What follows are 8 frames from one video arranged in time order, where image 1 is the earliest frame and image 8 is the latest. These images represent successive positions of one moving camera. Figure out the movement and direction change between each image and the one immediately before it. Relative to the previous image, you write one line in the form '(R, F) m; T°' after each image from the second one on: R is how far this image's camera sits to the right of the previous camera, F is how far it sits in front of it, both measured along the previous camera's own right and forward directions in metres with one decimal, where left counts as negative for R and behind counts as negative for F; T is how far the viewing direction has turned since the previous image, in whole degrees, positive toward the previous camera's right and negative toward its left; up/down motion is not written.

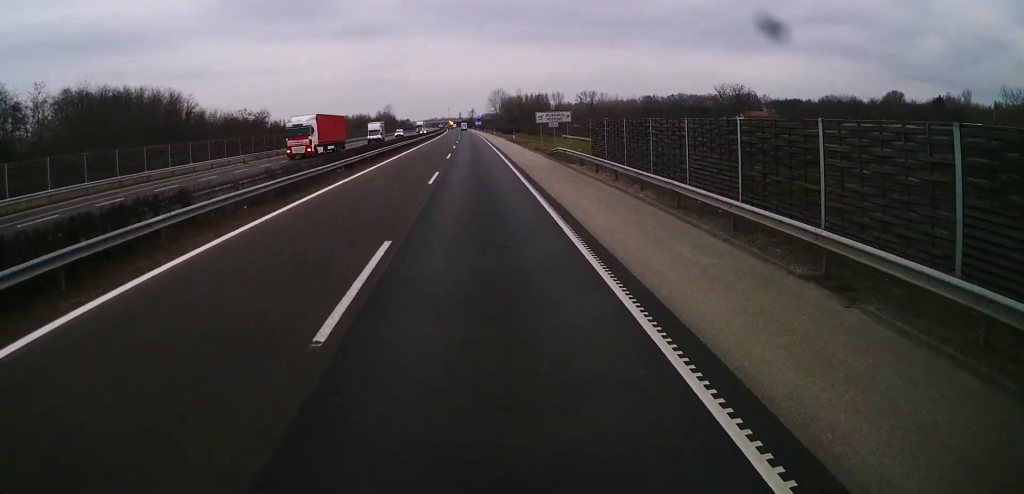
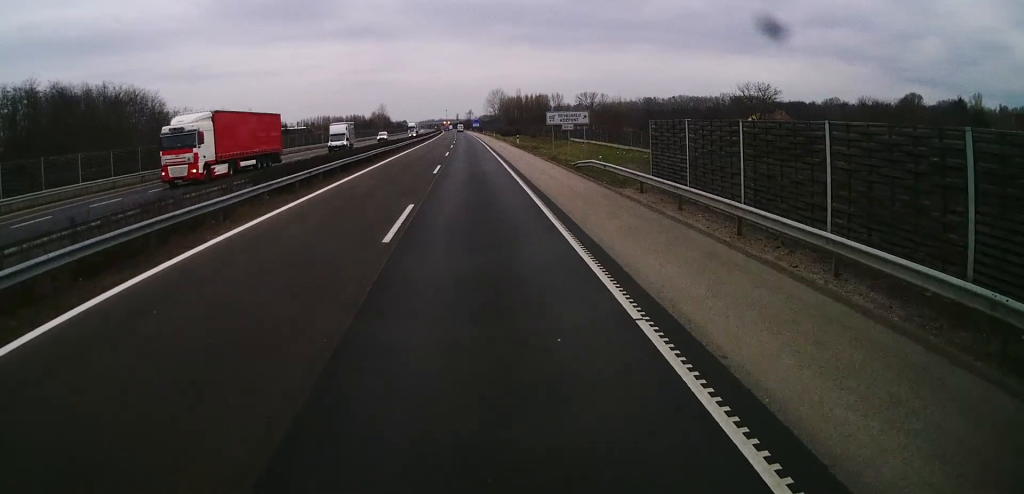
(0.0, +12.3) m; -1°
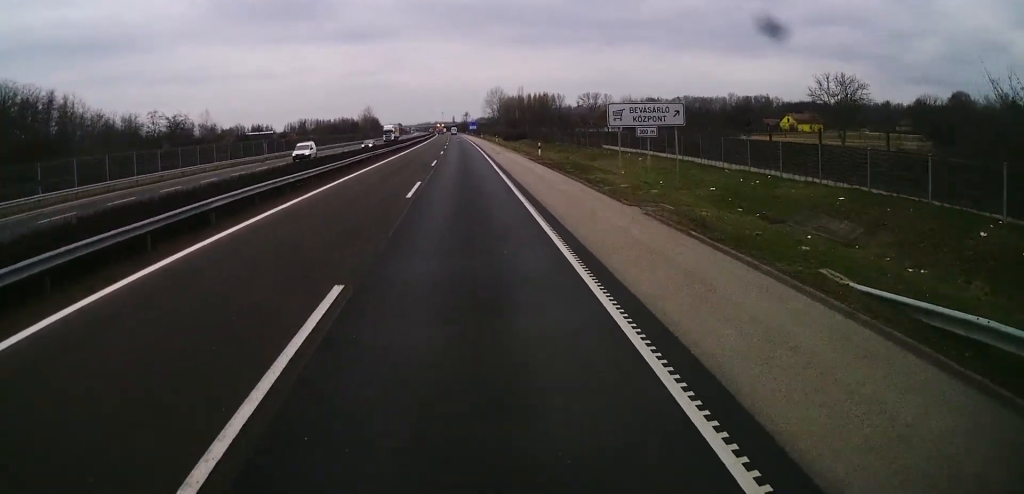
(-0.4, +27.7) m; -1°
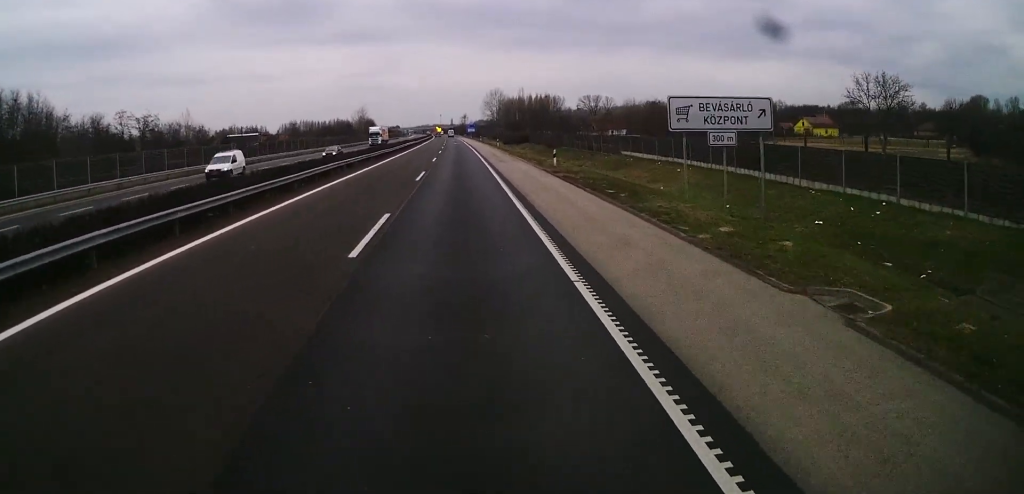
(-0.2, +10.0) m; 0°
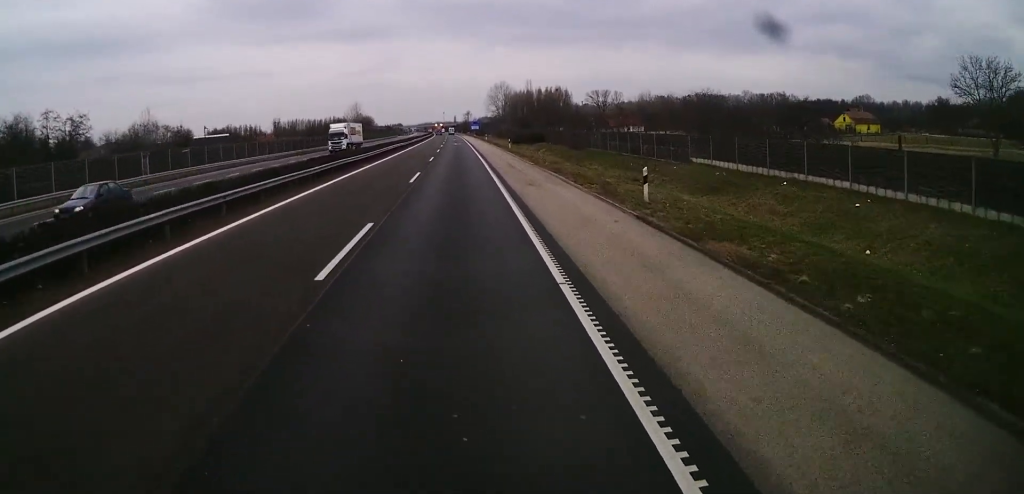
(+0.5, +20.0) m; +1°
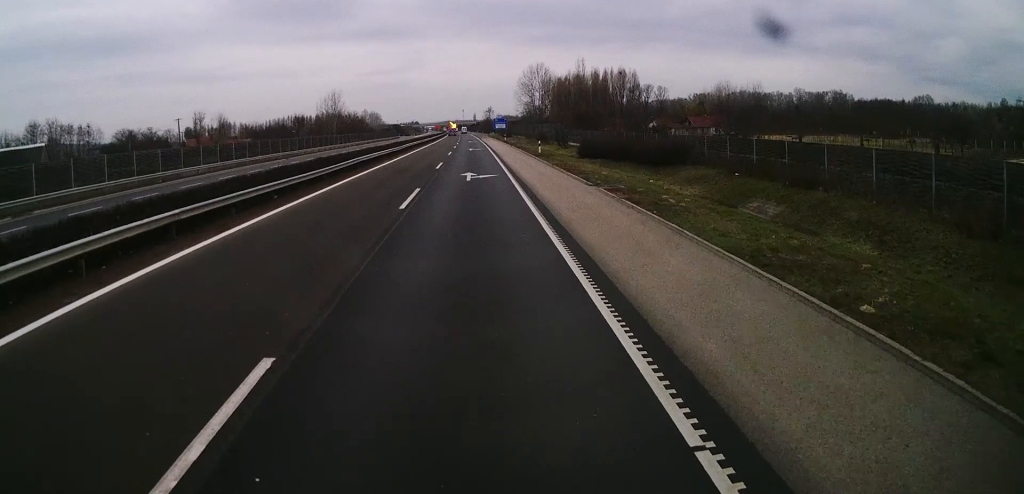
(-0.4, +64.6) m; -1°
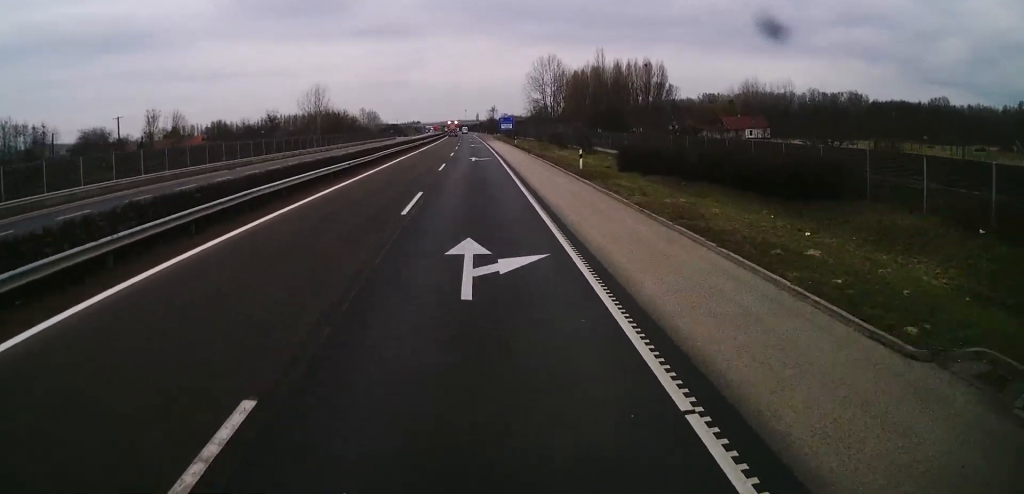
(-0.2, +19.2) m; -1°
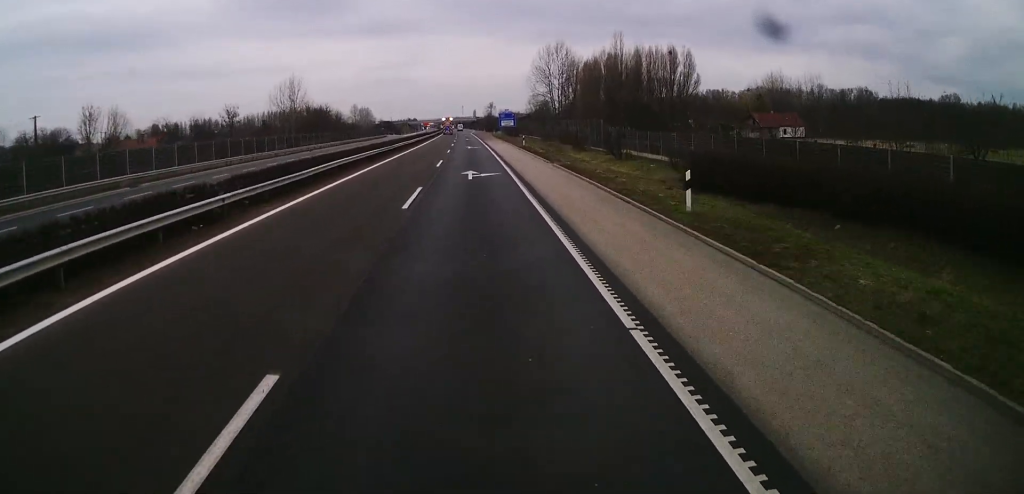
(-0.3, +17.7) m; -1°
